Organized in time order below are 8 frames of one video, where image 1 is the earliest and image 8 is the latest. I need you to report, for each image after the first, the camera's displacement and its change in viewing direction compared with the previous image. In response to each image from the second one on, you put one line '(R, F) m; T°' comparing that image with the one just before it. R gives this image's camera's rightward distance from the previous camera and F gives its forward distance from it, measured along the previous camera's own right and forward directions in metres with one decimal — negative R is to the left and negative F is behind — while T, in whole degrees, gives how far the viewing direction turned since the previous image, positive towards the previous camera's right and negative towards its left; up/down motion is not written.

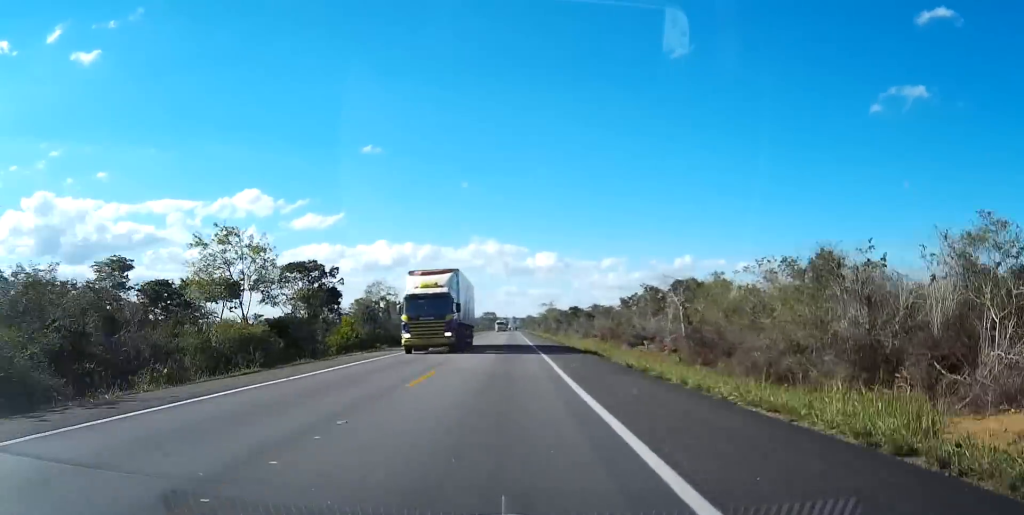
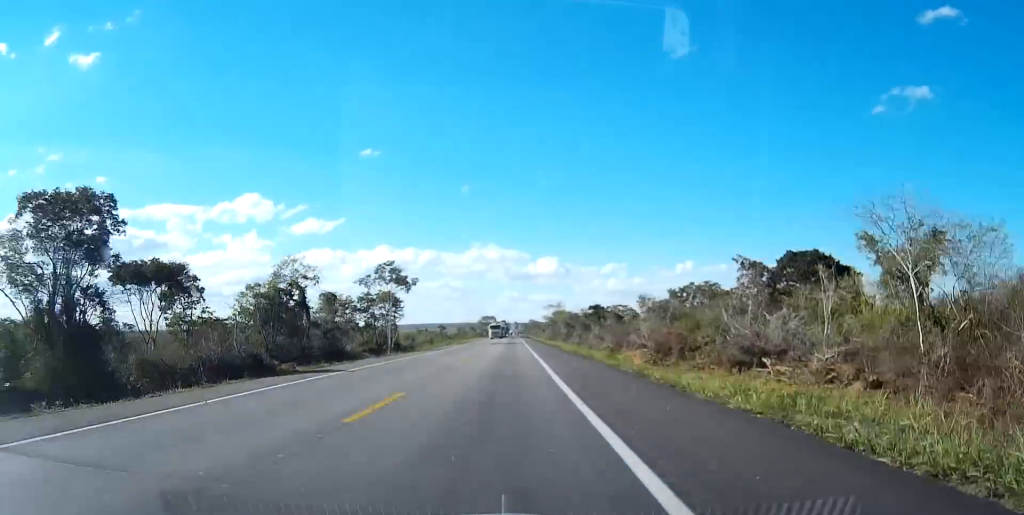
(0.0, +43.4) m; 0°
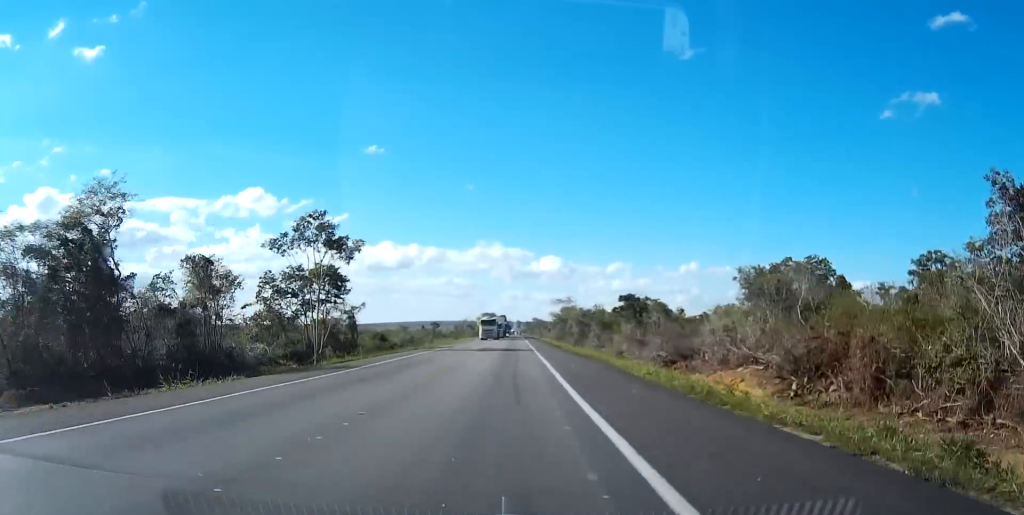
(-0.1, +34.2) m; 0°
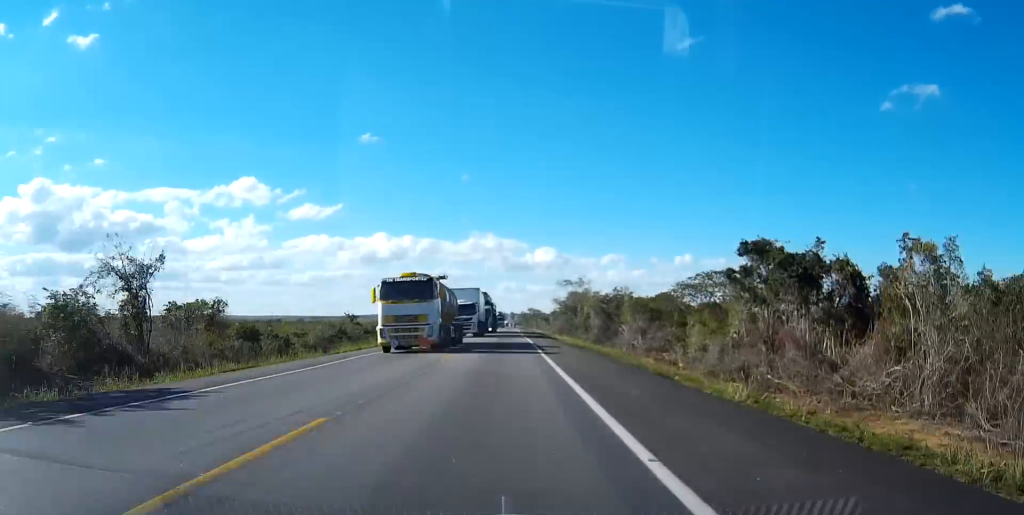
(+0.1, +52.0) m; 0°
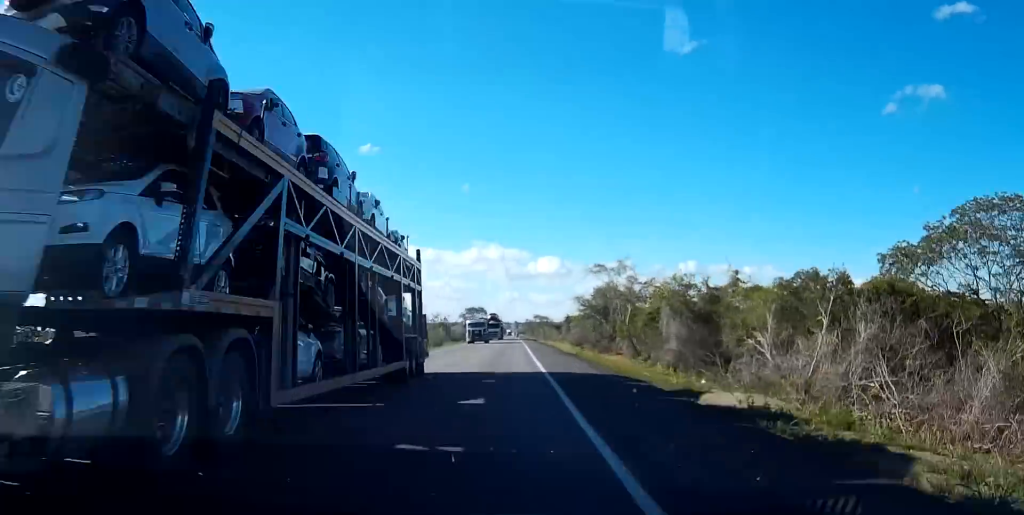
(+0.1, +57.2) m; 0°
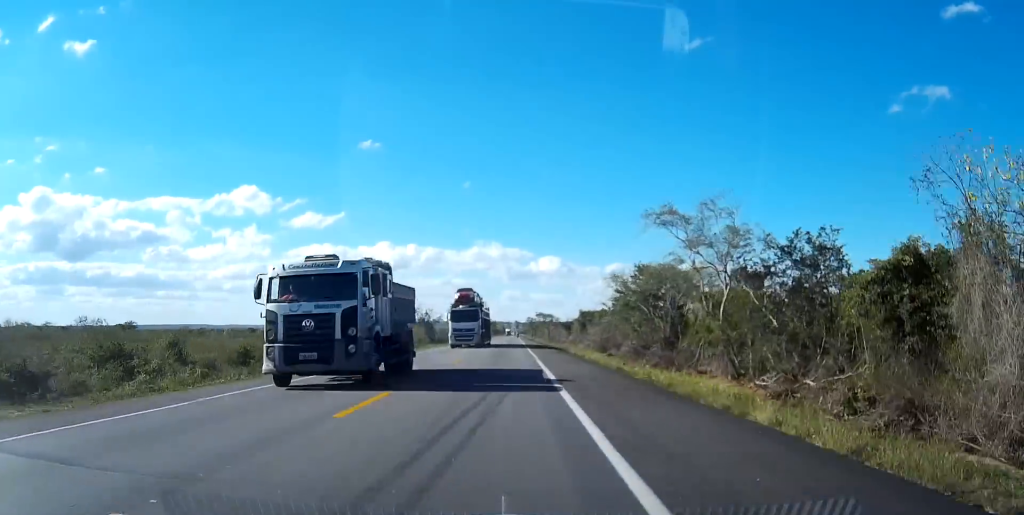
(-0.1, +46.1) m; 0°
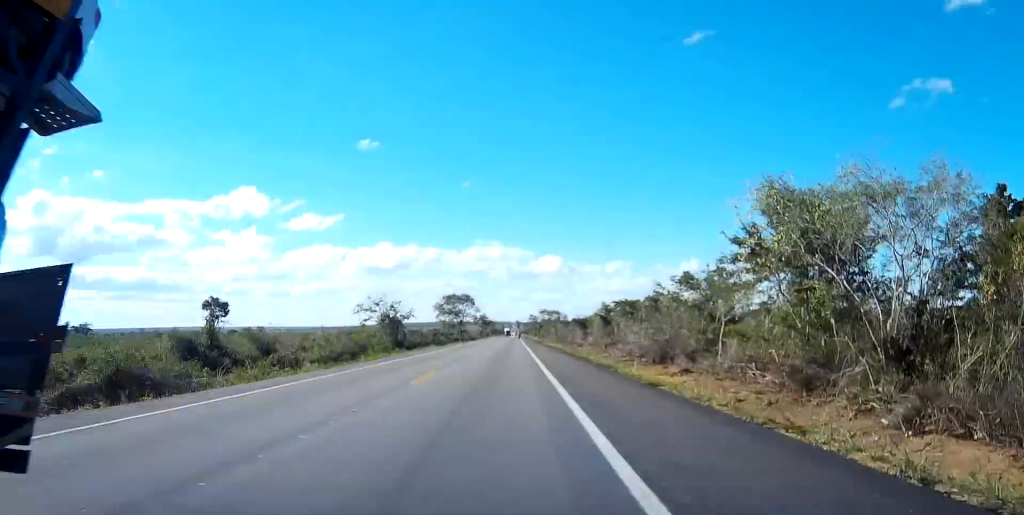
(+0.1, +49.3) m; 0°
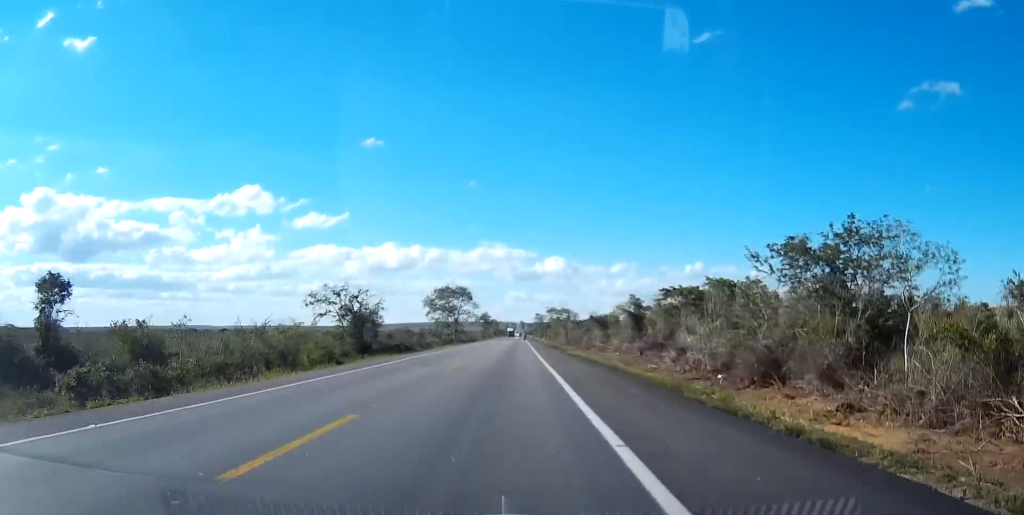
(-0.1, +31.1) m; 0°
